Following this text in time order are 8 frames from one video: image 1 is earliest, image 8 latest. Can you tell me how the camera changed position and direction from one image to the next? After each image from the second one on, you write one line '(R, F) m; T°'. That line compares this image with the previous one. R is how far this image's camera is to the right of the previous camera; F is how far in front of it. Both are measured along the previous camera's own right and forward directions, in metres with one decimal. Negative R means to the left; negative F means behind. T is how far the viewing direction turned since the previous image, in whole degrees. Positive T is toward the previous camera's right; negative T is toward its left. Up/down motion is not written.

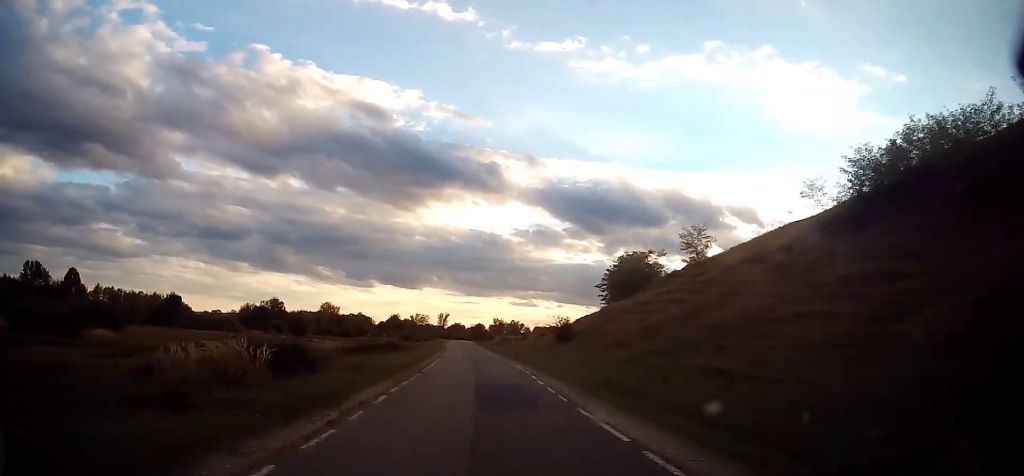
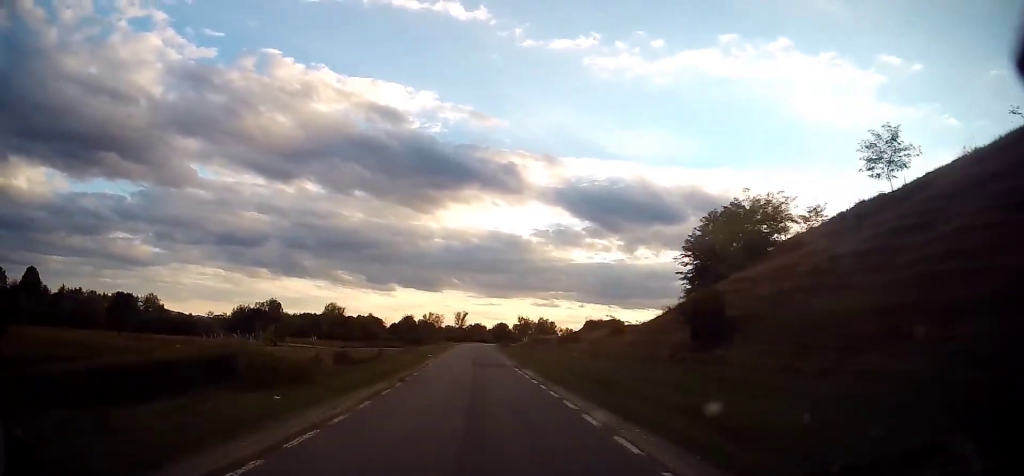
(-0.8, +32.3) m; -2°
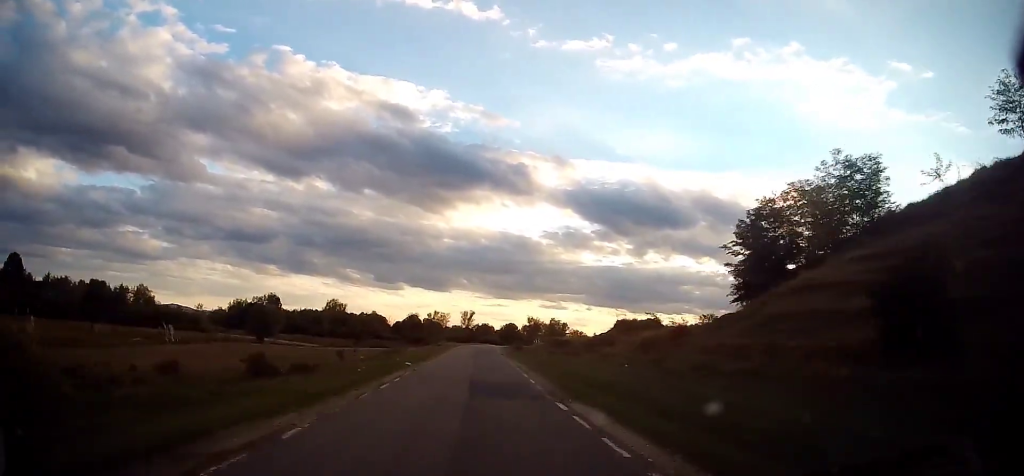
(-0.1, +11.9) m; 0°
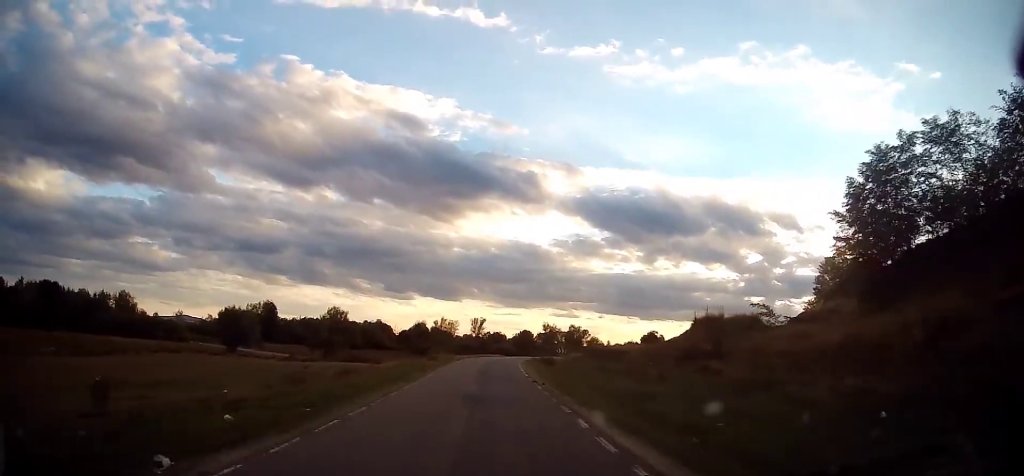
(0.0, +17.4) m; -1°
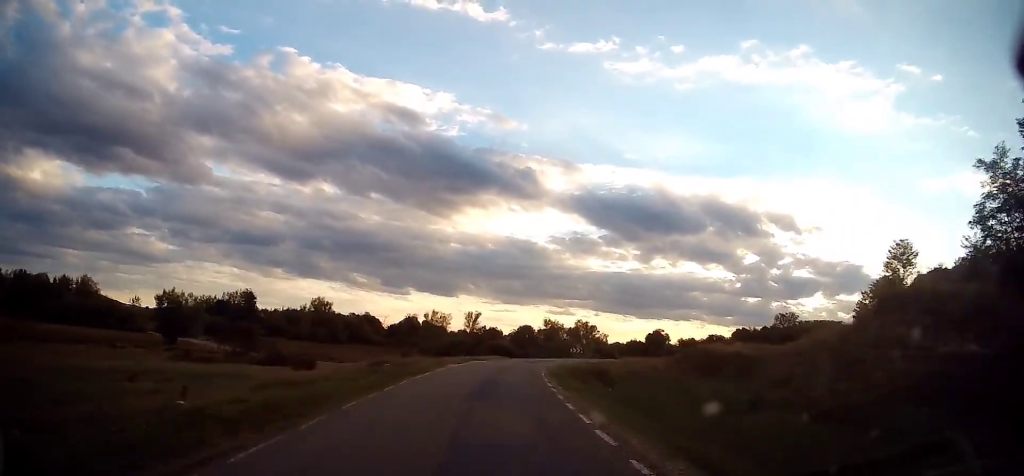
(-0.1, +18.4) m; -1°
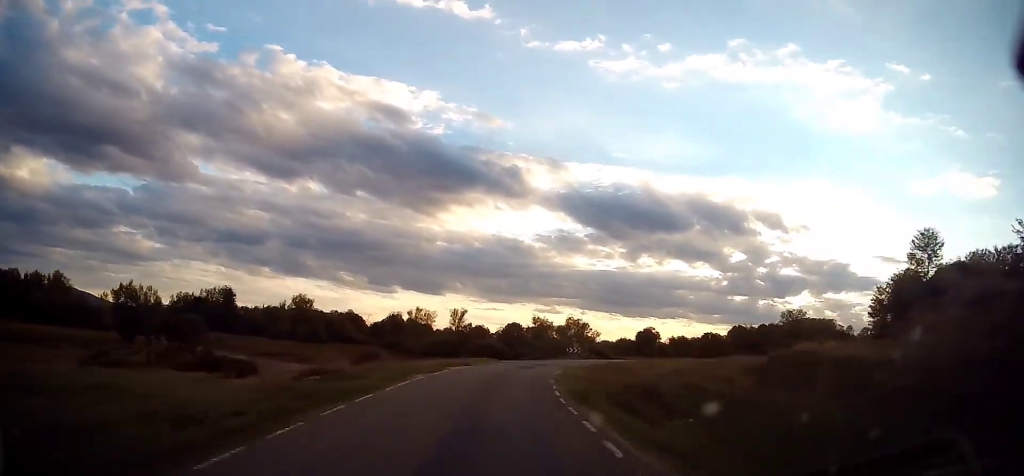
(0.0, +7.9) m; 0°
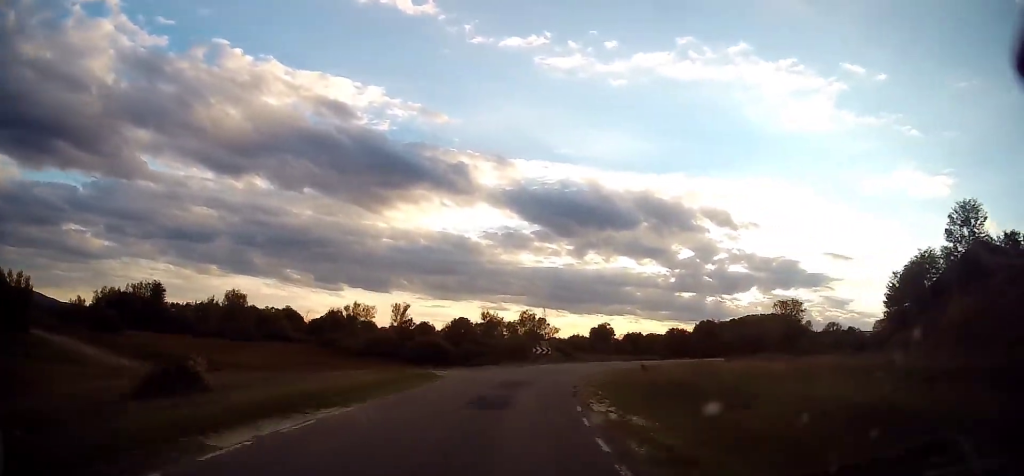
(-0.1, +16.6) m; +5°
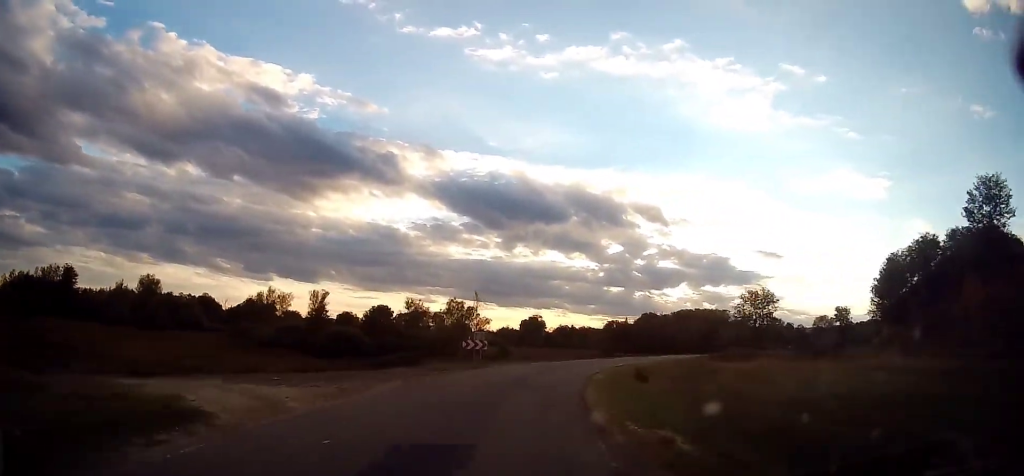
(+1.2, +13.2) m; +7°
